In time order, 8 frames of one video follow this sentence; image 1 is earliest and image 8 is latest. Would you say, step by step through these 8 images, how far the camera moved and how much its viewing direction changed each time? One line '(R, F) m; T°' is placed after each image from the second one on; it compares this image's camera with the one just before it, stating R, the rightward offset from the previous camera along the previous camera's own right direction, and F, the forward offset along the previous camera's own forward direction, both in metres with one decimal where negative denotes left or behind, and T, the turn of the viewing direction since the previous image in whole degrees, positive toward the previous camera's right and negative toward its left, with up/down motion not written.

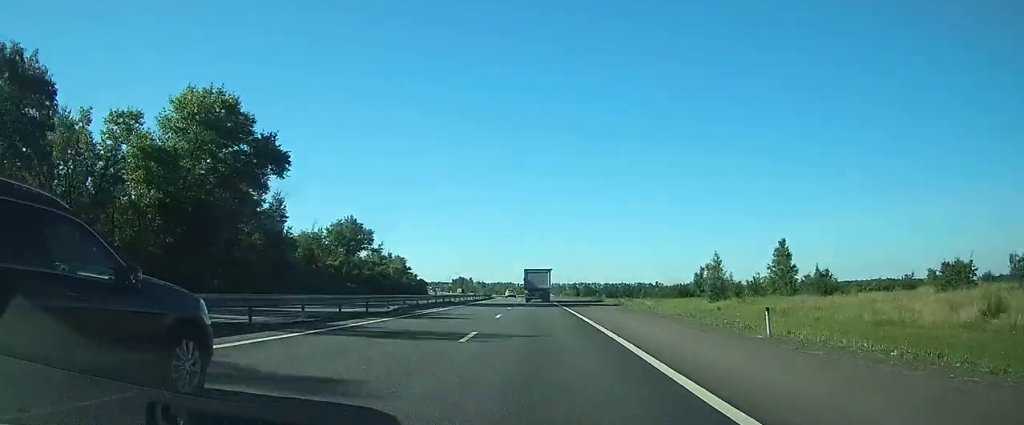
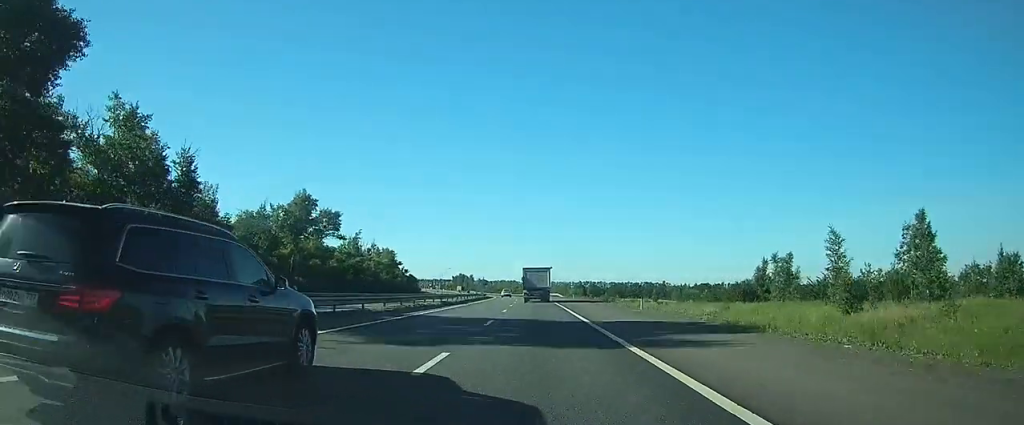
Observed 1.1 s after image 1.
(-0.1, +29.0) m; -1°
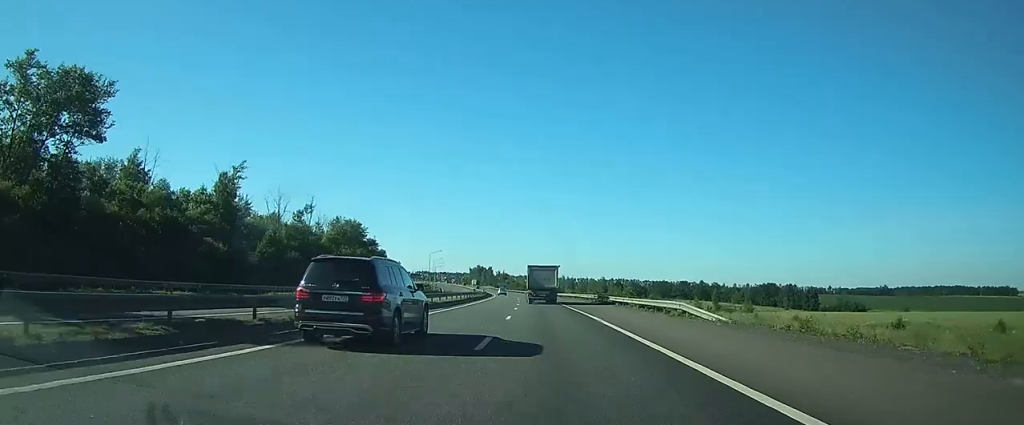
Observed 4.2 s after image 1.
(-1.3, +79.9) m; -2°
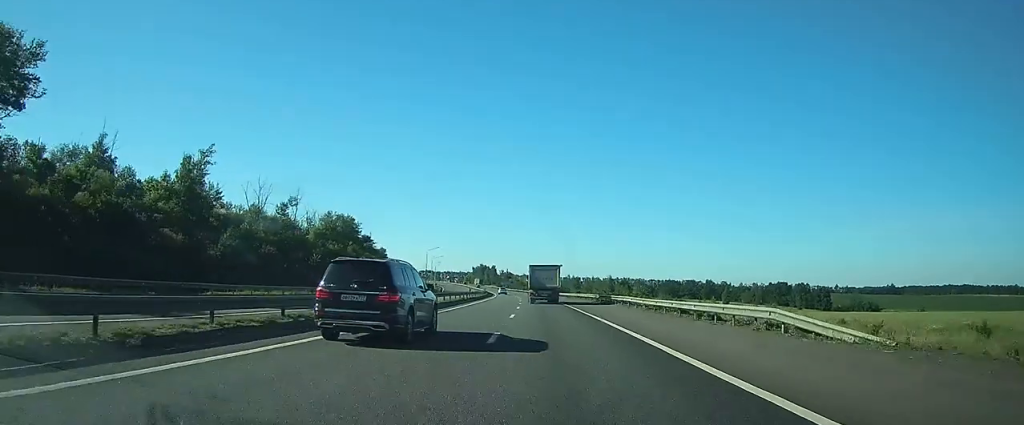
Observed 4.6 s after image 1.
(+0.1, +10.4) m; 0°
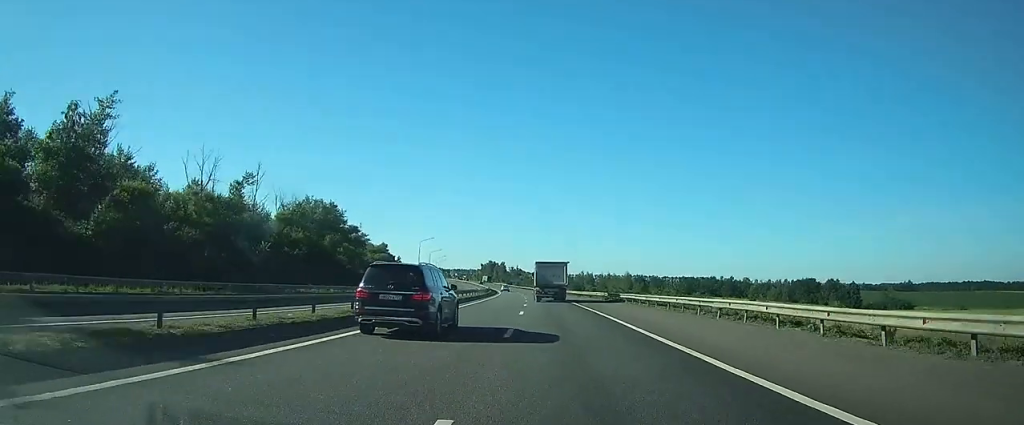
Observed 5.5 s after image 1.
(-0.4, +22.7) m; -1°
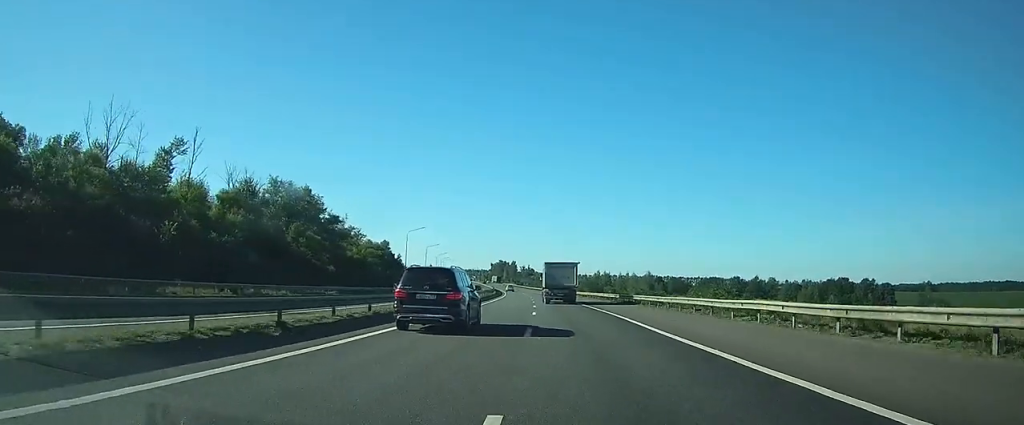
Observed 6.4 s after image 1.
(-0.2, +23.8) m; -1°
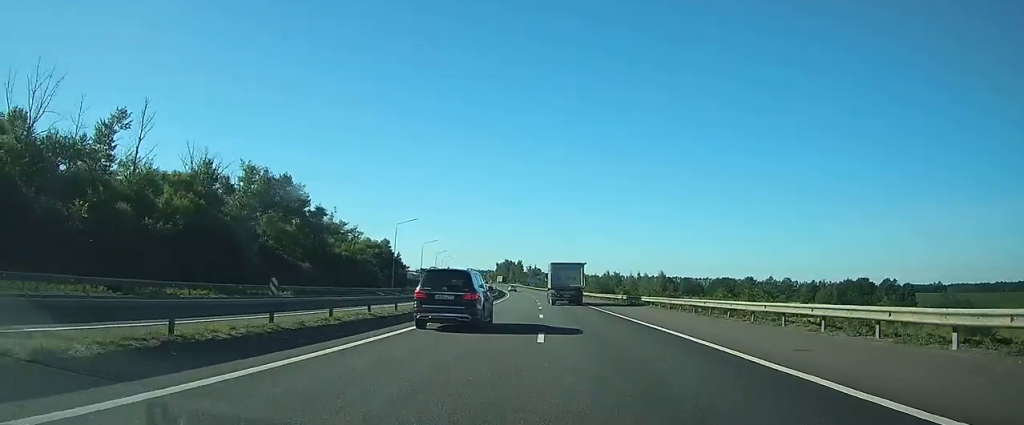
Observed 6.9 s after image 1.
(-0.1, +13.3) m; -1°
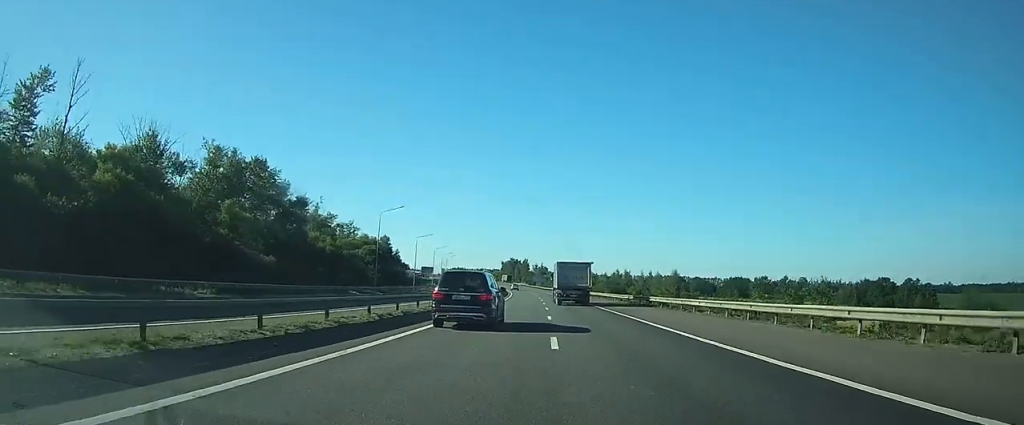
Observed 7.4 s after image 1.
(-0.1, +13.4) m; -1°
